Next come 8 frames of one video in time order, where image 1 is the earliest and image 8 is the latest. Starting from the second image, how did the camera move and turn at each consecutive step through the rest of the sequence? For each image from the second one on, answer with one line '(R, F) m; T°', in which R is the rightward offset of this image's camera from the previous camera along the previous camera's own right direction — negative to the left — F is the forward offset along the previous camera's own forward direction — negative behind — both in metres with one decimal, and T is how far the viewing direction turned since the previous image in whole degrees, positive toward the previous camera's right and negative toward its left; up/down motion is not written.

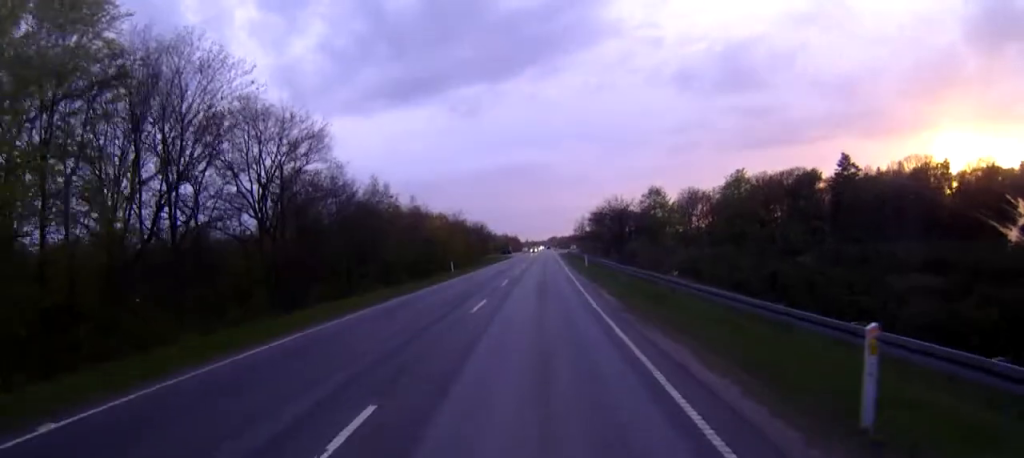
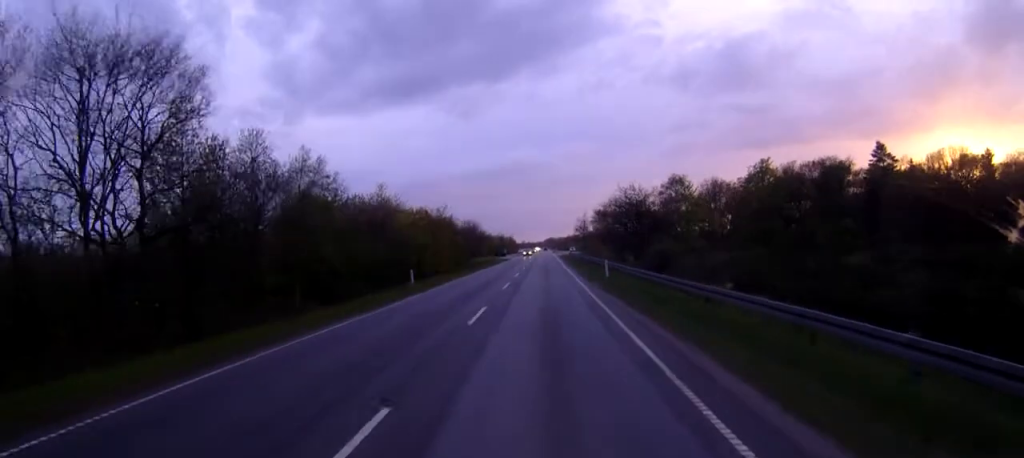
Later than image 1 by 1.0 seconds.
(-0.1, +17.7) m; 0°
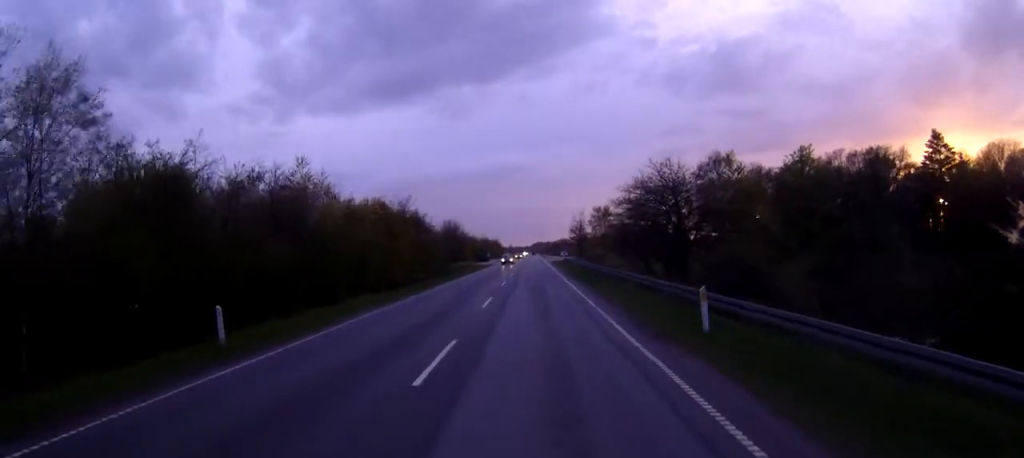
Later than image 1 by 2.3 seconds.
(+0.4, +23.9) m; +1°
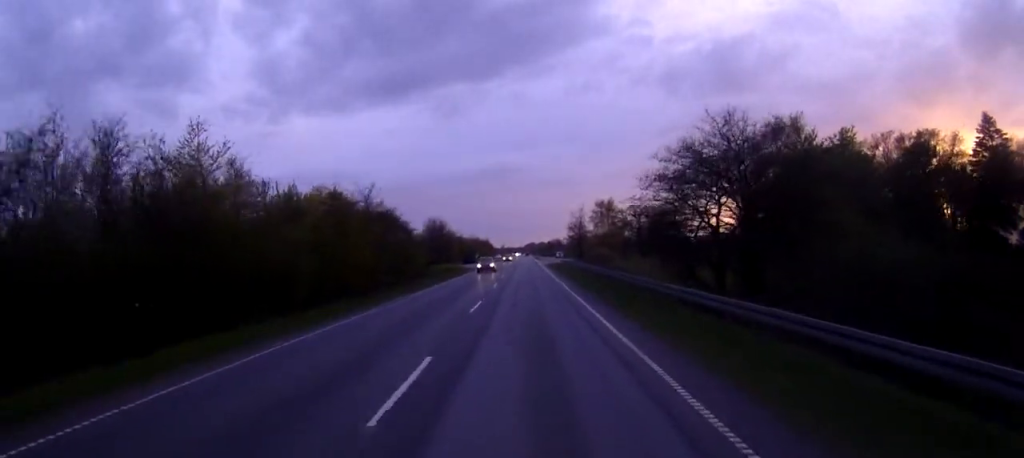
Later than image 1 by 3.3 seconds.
(+0.1, +17.0) m; +1°
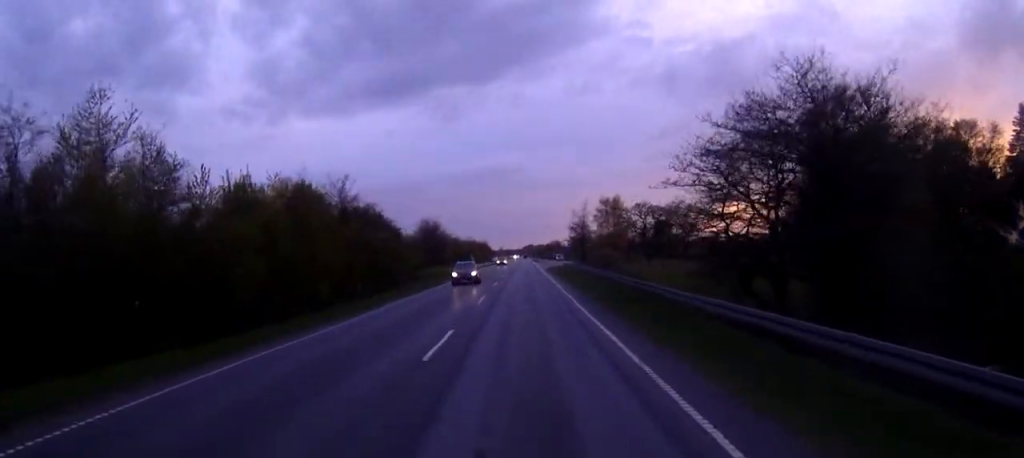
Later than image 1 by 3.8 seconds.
(0.0, +9.9) m; 0°
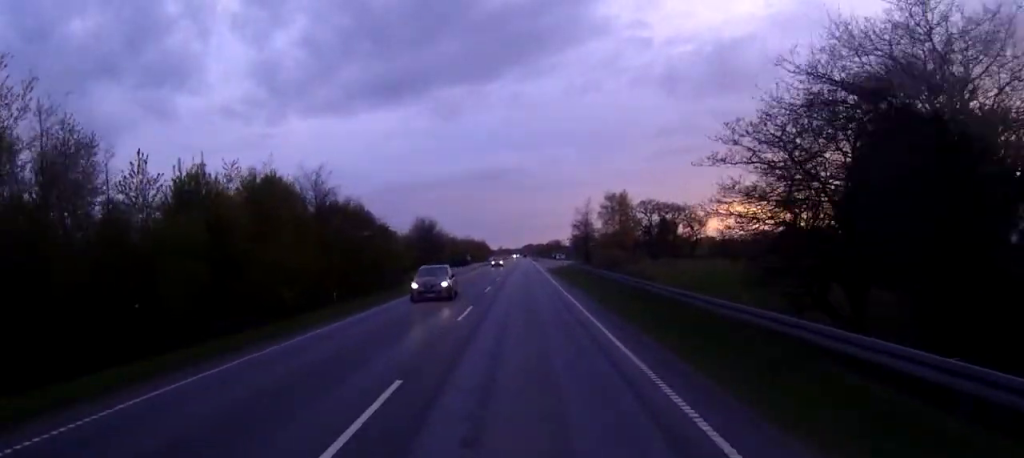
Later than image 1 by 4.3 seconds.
(0.0, +7.4) m; 0°
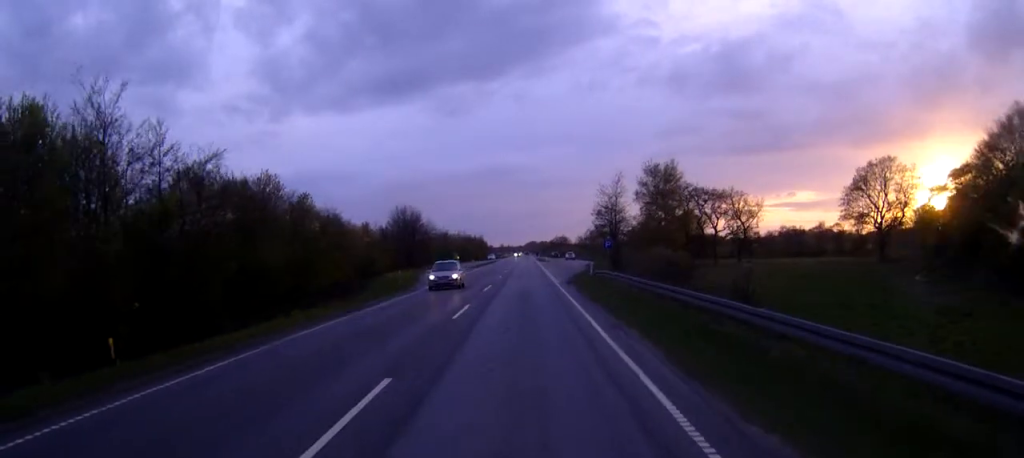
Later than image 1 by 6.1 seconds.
(+0.2, +30.0) m; 0°
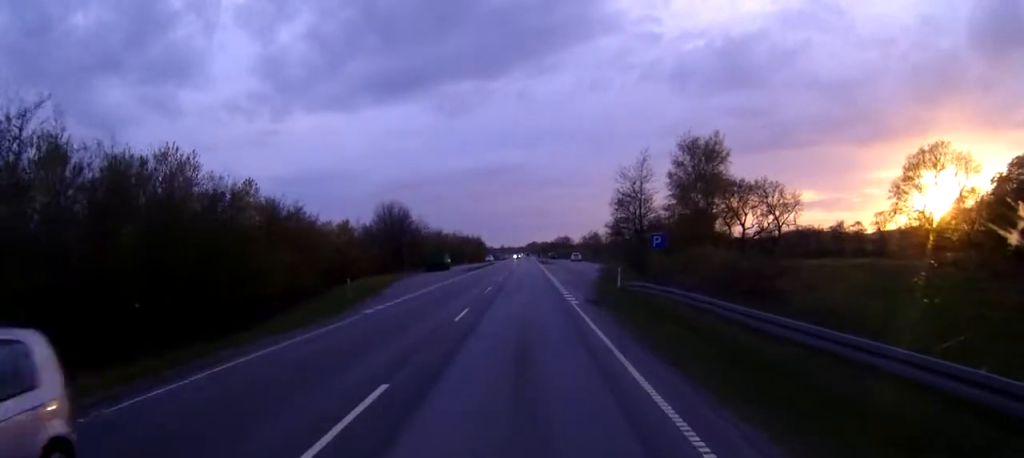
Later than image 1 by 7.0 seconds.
(-0.1, +15.0) m; 0°
